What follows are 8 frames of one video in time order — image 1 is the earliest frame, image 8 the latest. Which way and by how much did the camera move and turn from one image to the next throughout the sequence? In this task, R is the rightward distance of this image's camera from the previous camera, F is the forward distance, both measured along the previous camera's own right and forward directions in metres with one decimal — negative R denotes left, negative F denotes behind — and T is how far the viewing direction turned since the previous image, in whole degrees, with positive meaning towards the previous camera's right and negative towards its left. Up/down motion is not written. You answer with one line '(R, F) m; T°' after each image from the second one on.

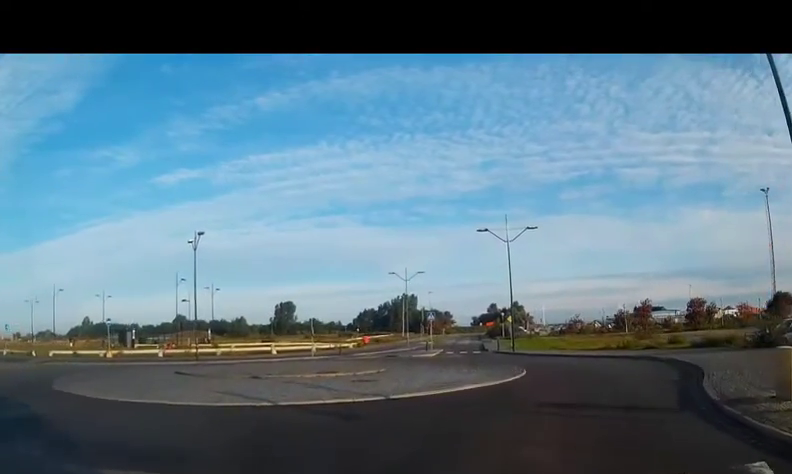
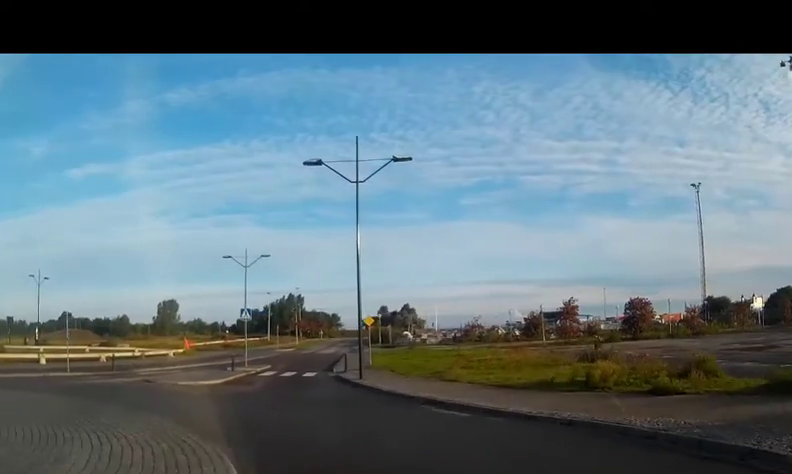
(+1.4, +16.8) m; +13°
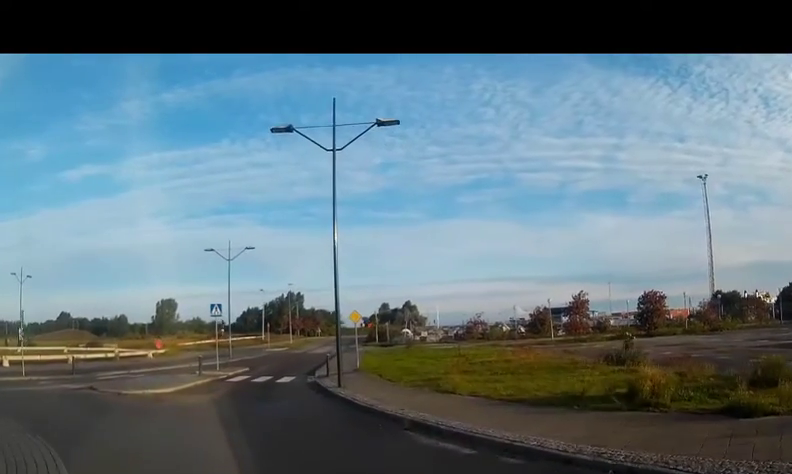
(0.0, +3.9) m; -3°
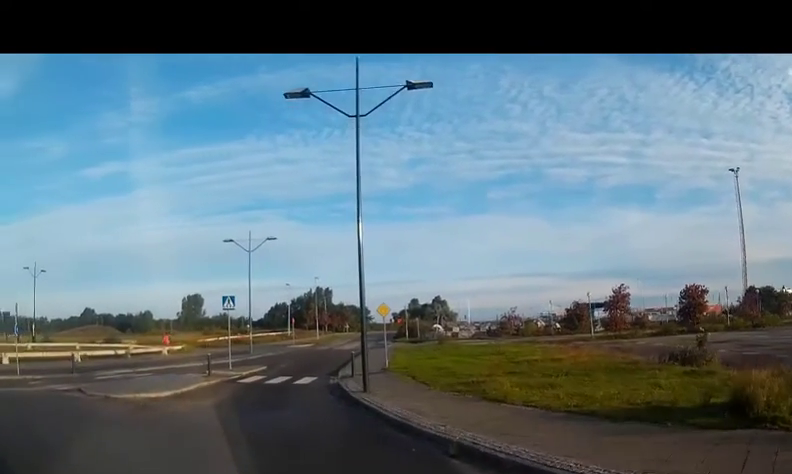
(0.0, +2.8) m; -7°
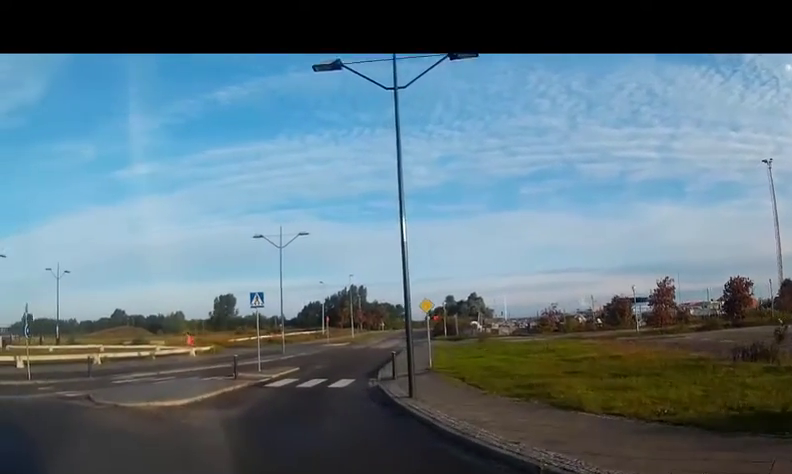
(-0.2, +1.7) m; -9°
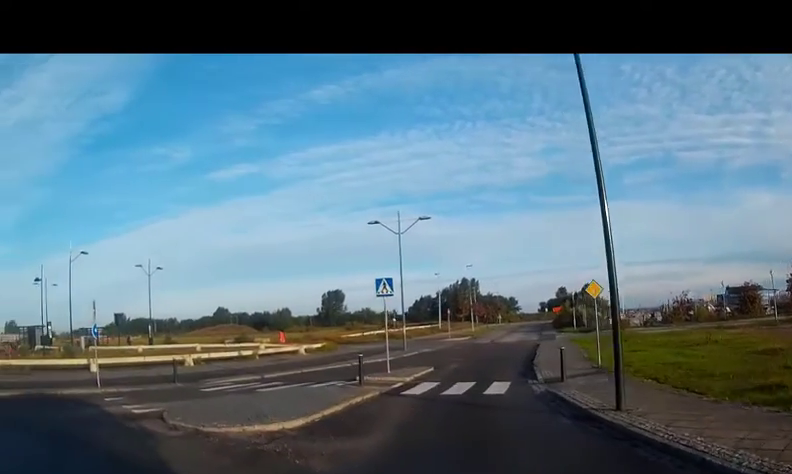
(-0.6, +3.4) m; -22°
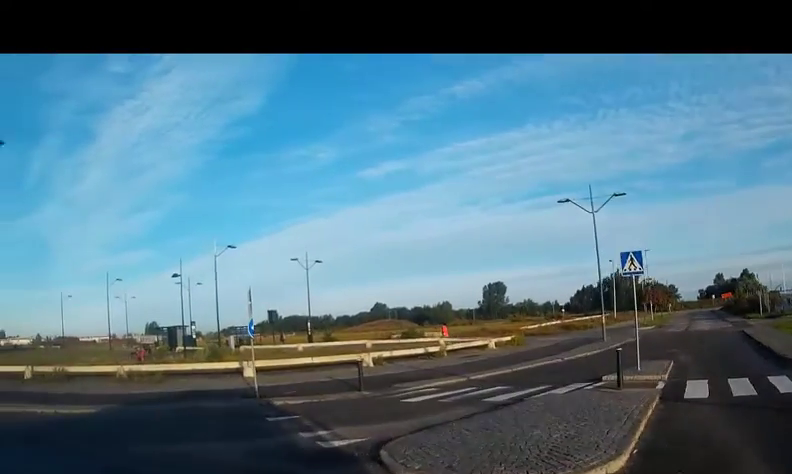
(-0.8, +3.5) m; -26°
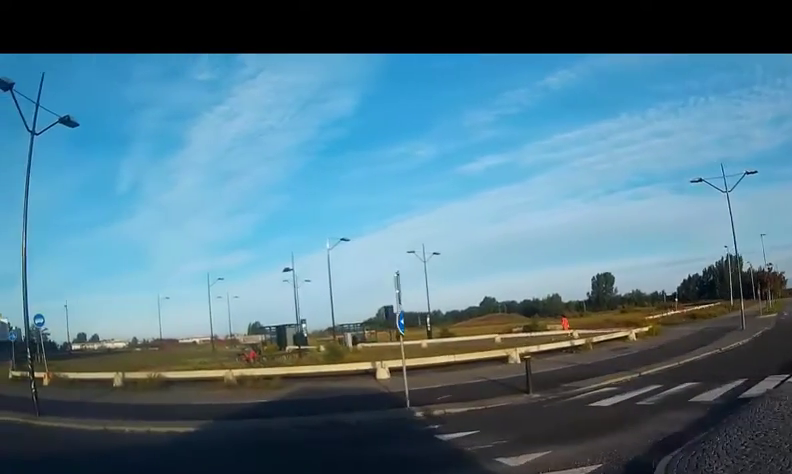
(0.0, +2.0) m; -15°
